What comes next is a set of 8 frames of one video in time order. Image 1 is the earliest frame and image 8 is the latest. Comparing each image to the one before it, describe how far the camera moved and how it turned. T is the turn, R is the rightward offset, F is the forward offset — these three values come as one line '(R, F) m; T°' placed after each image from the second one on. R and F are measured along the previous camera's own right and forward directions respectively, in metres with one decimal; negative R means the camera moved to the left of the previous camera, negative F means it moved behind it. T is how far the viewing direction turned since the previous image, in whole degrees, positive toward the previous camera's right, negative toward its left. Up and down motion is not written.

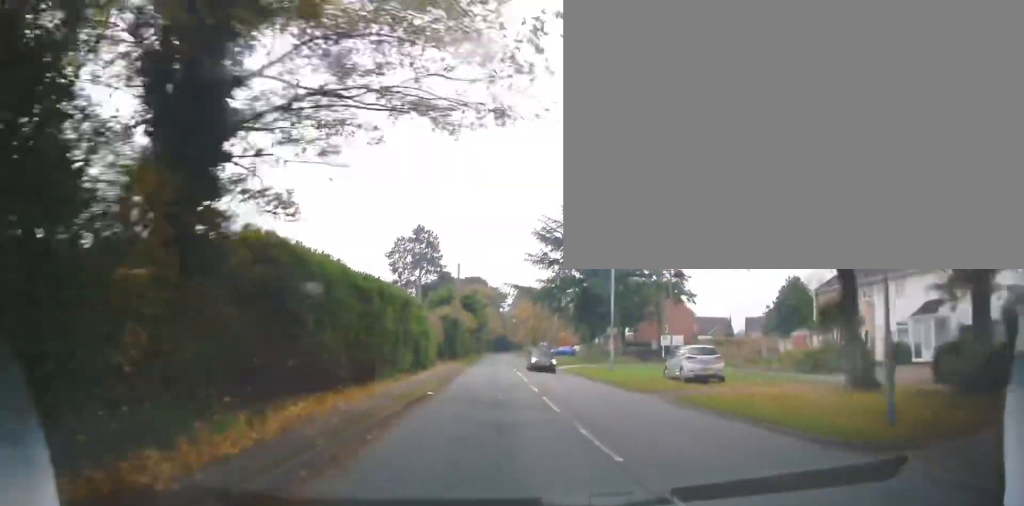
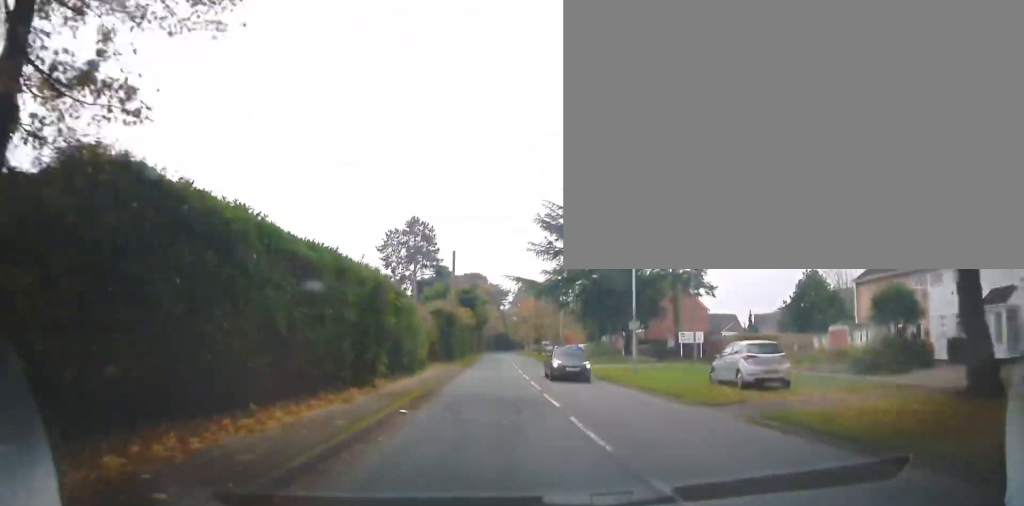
(0.0, +5.4) m; +1°
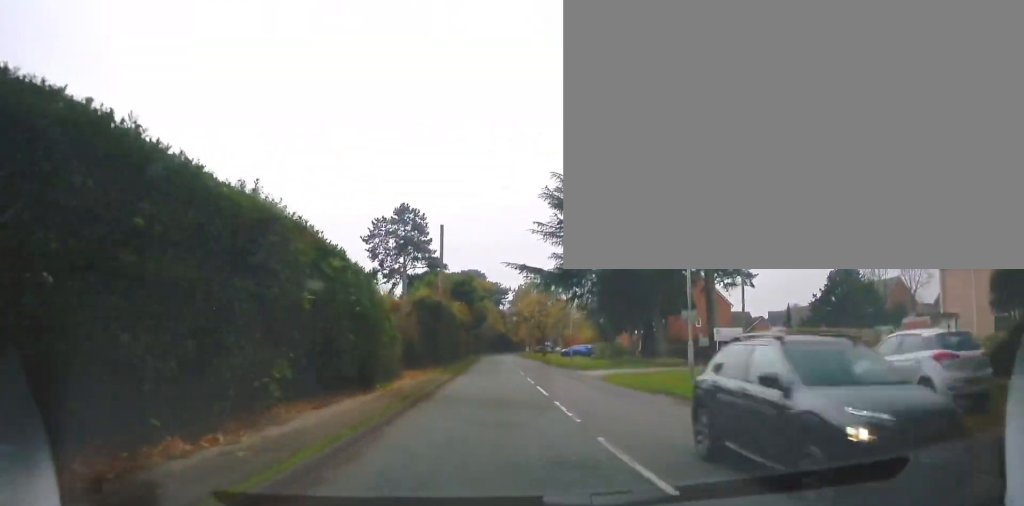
(0.0, +8.5) m; +1°
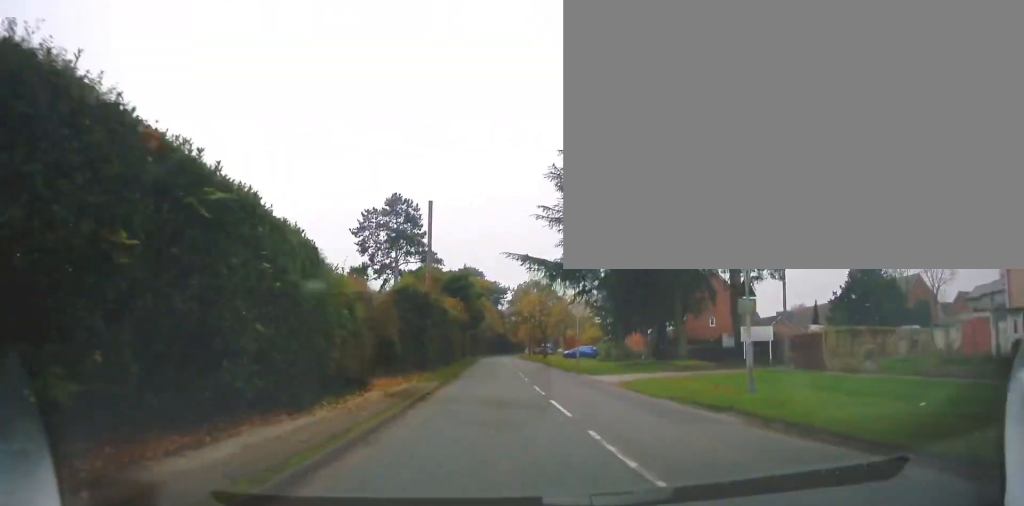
(+0.1, +5.2) m; 0°
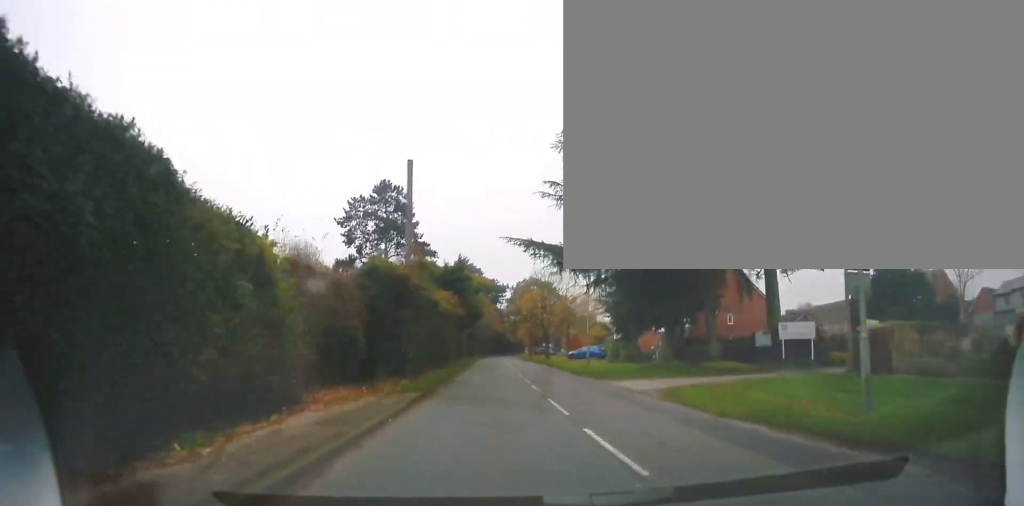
(+0.1, +5.7) m; 0°
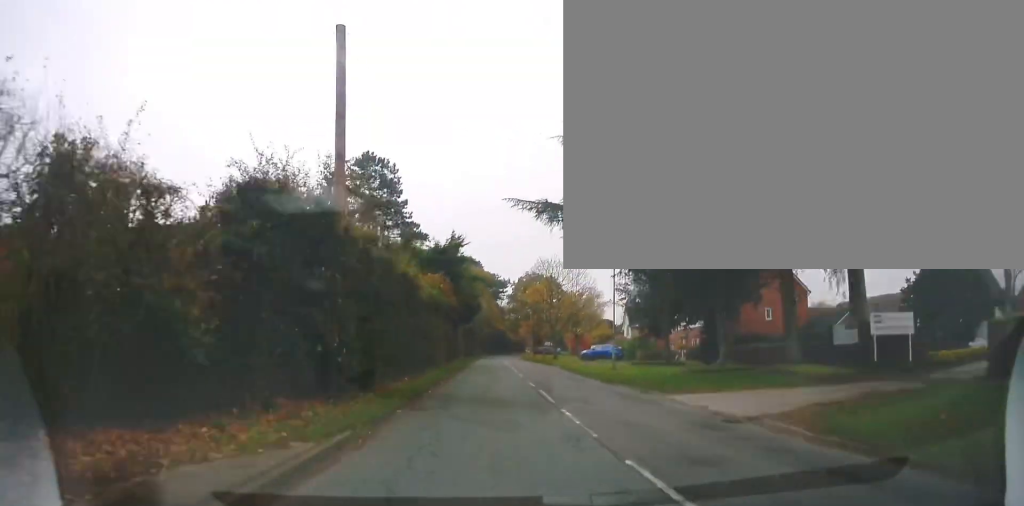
(-0.2, +9.1) m; 0°
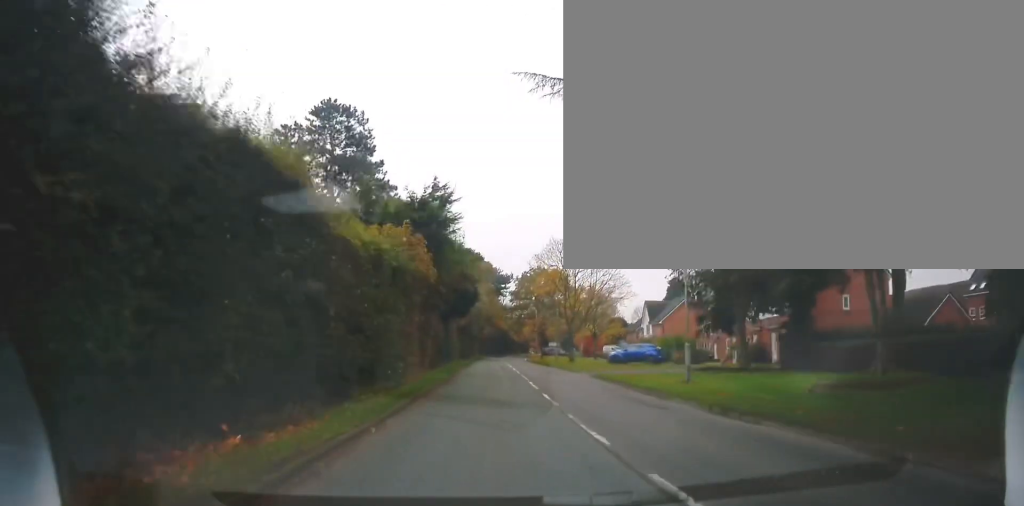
(+0.1, +13.0) m; 0°
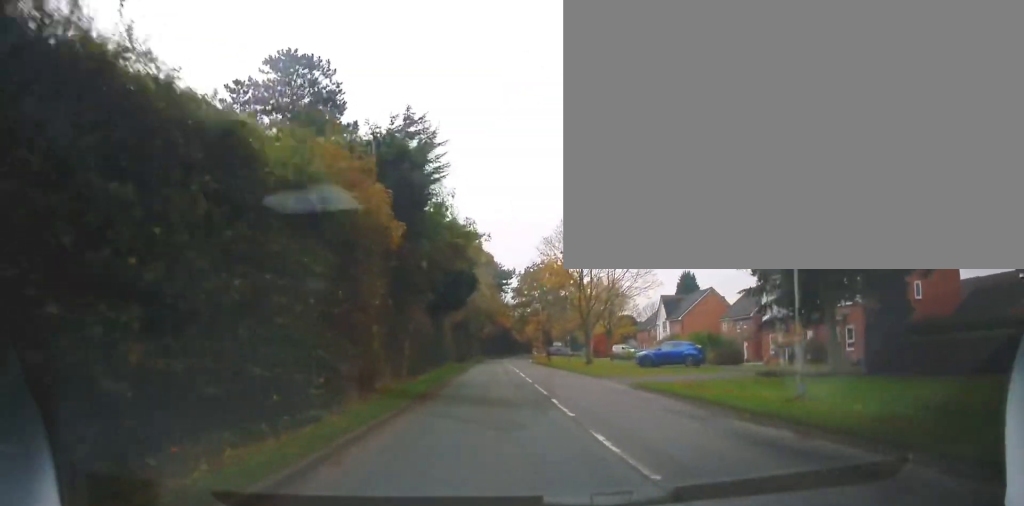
(0.0, +8.4) m; 0°
